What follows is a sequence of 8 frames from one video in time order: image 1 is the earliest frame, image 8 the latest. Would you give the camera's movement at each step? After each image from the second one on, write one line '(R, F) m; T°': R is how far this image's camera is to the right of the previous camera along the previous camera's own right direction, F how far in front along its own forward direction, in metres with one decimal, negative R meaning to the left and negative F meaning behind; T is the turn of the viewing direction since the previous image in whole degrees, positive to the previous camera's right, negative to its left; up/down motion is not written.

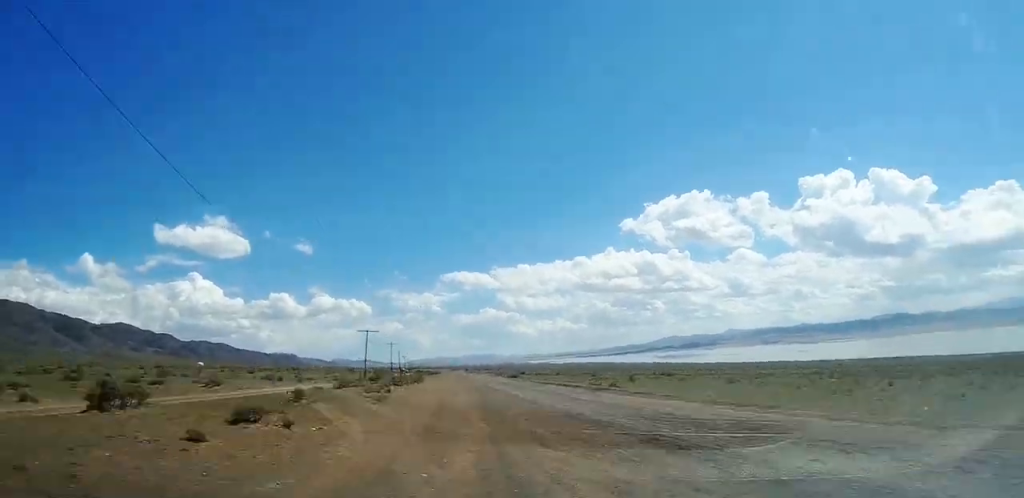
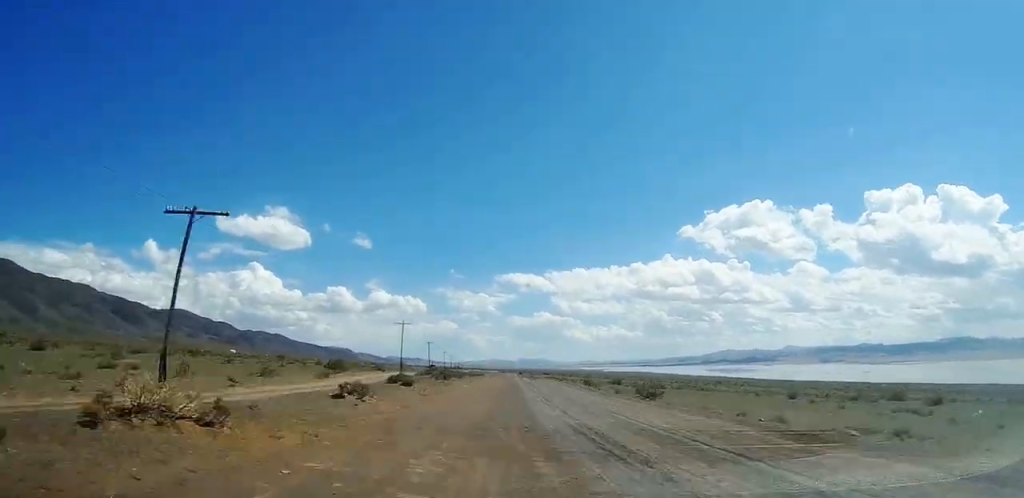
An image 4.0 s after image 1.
(+0.2, +48.9) m; -1°
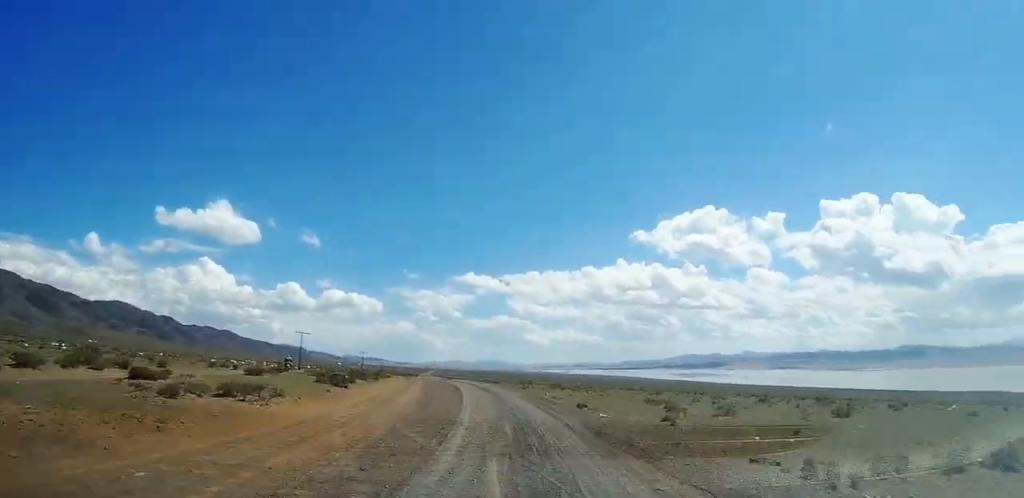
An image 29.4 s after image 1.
(-9.7, +245.5) m; -4°
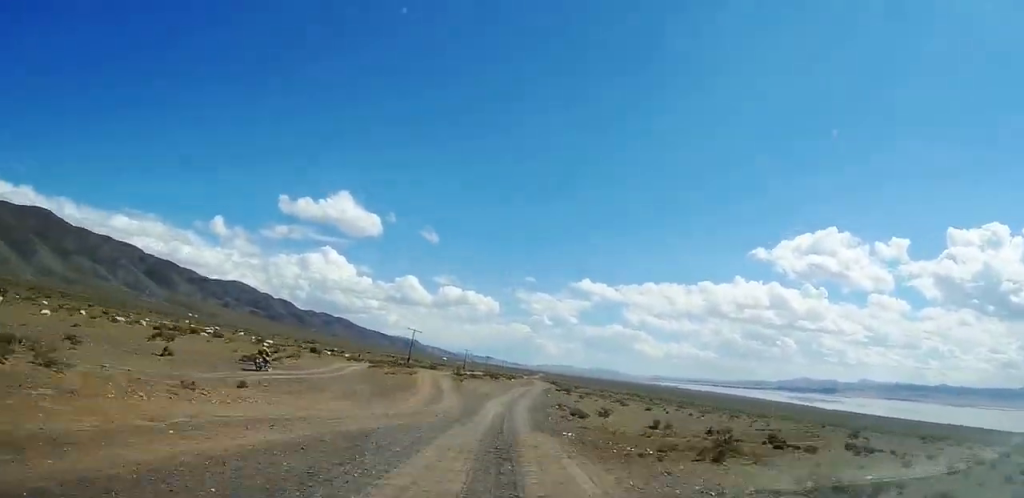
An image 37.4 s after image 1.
(-1.1, +79.1) m; 0°
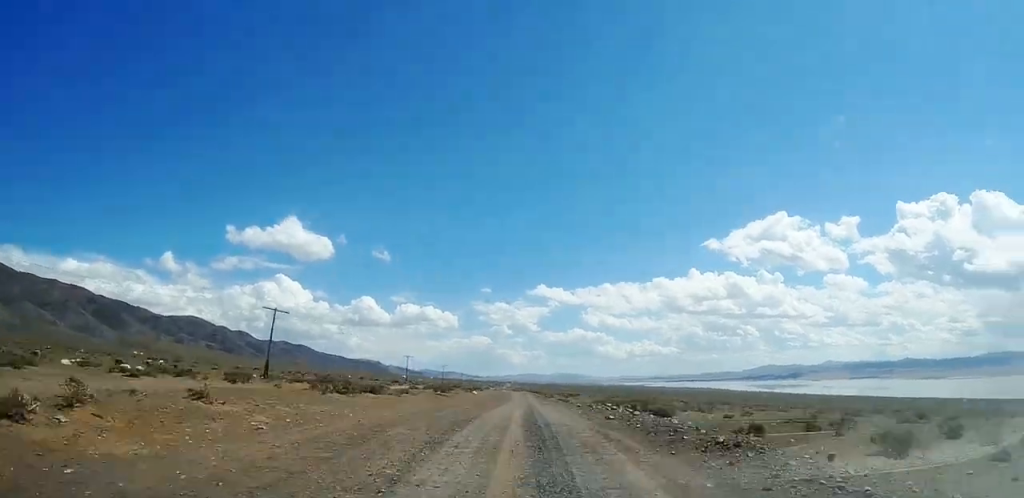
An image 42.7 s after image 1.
(+0.7, +61.6) m; 0°
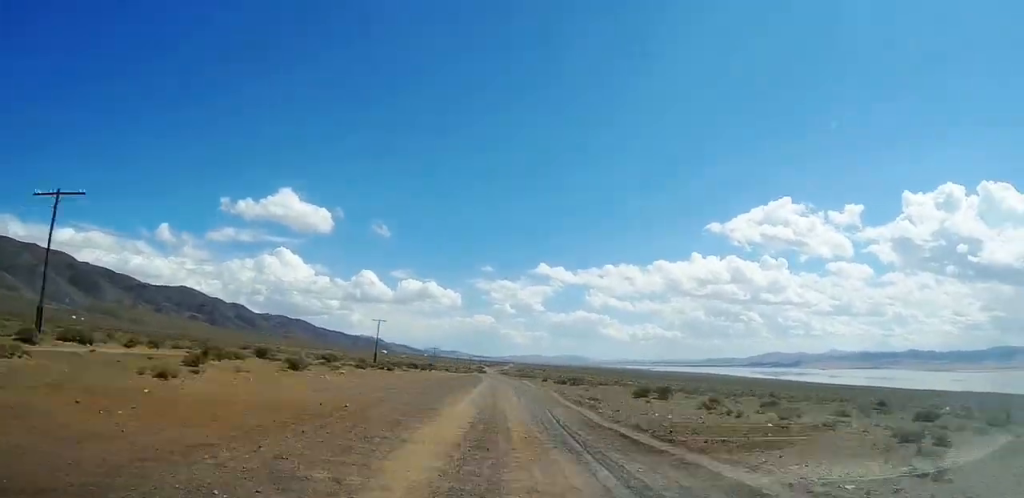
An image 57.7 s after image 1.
(-2.0, +164.8) m; -3°
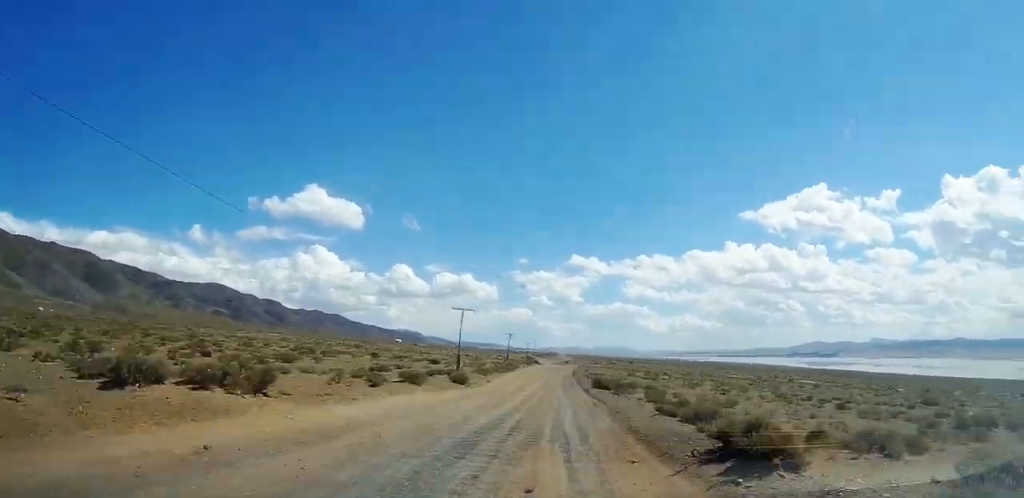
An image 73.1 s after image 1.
(+1.5, +168.3) m; +2°
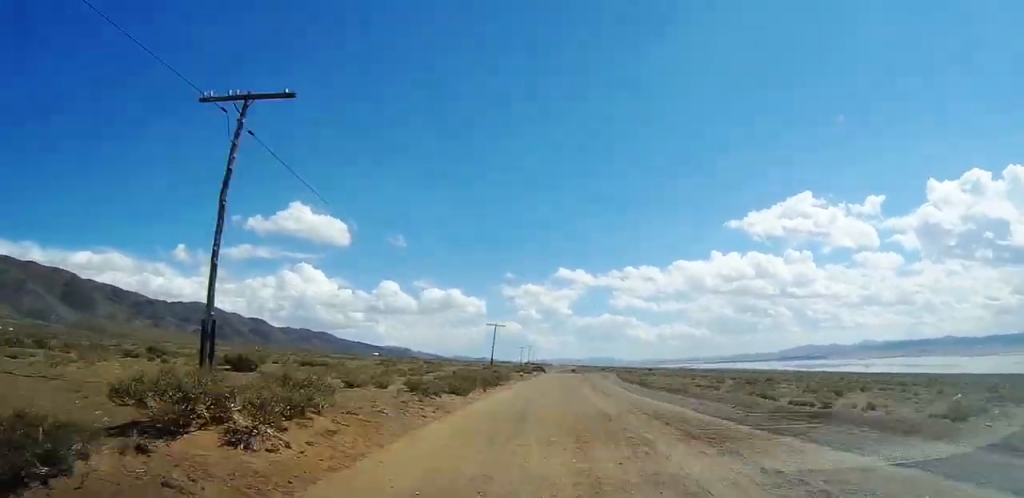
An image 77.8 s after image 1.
(+1.2, +50.5) m; +1°
